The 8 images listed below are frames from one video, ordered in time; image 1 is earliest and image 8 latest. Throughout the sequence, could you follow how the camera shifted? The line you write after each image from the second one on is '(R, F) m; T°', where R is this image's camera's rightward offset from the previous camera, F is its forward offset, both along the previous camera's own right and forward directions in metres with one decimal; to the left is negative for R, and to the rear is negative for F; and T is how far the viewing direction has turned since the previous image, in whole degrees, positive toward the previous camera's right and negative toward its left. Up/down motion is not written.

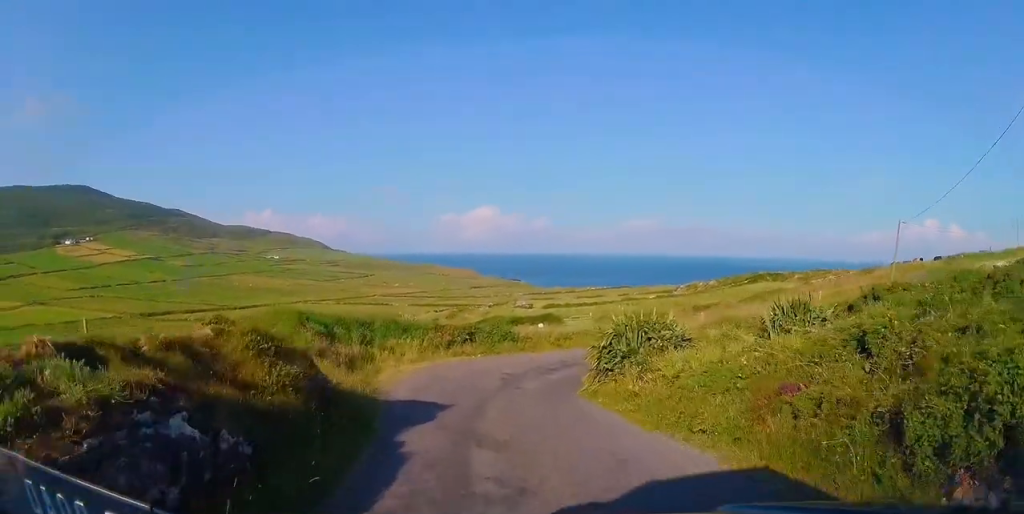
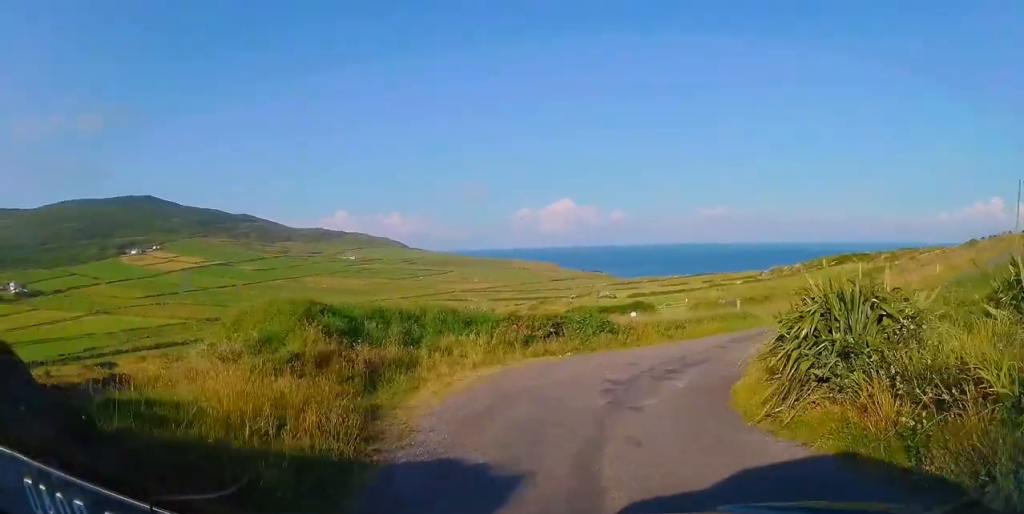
(+0.2, +6.6) m; -8°
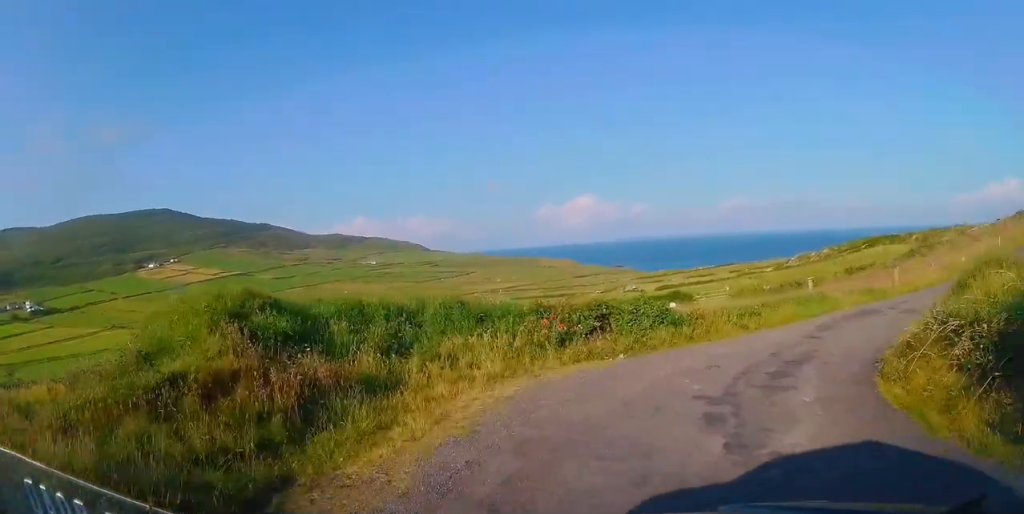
(-1.0, +5.2) m; -2°
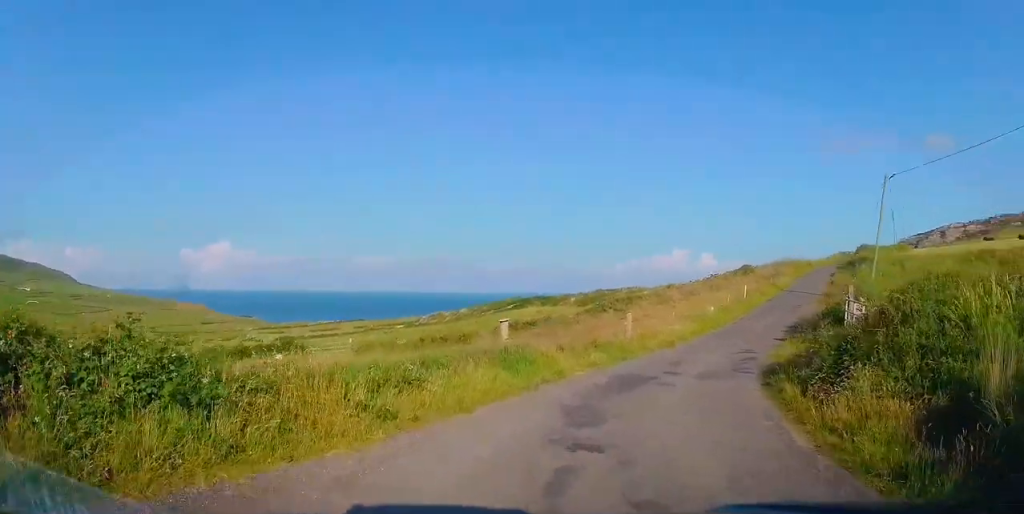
(+2.9, +9.7) m; +35°
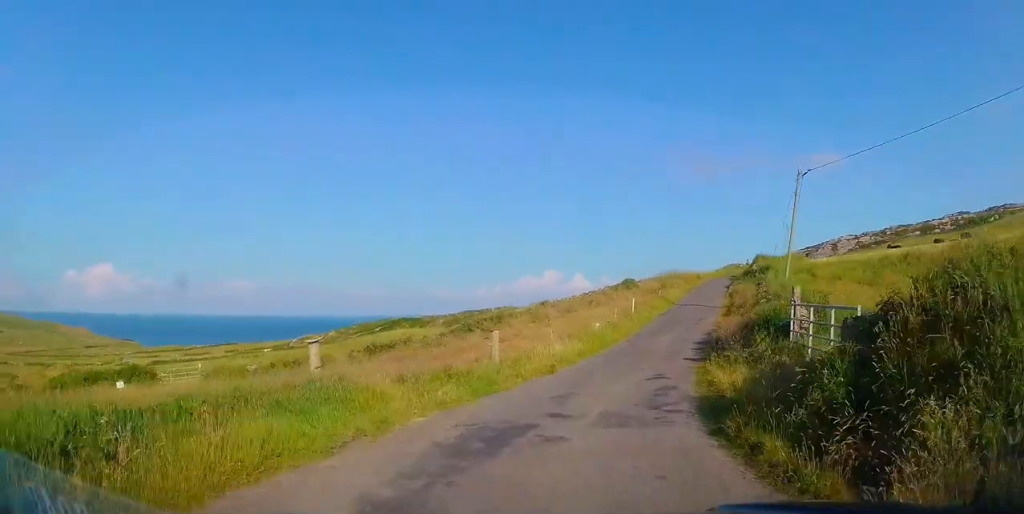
(+0.6, +3.8) m; +10°
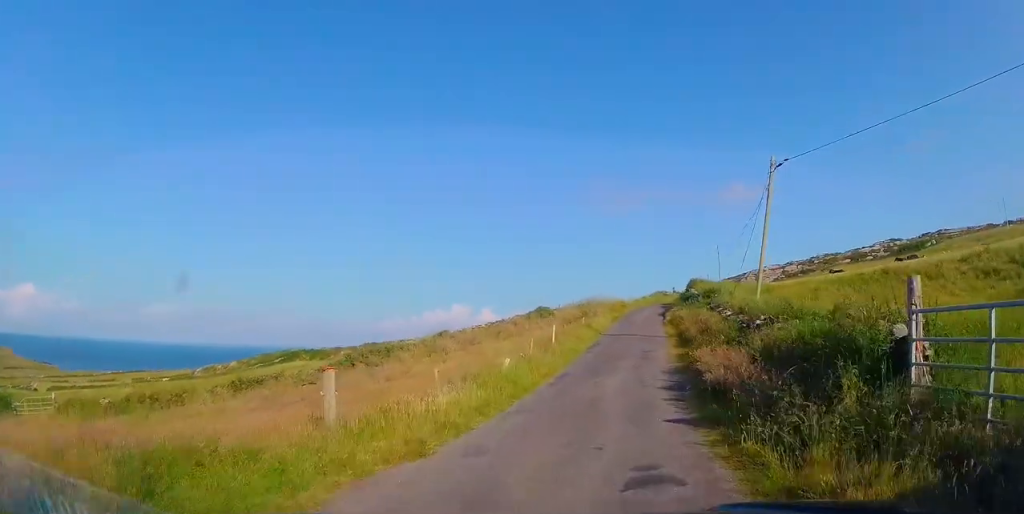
(+0.8, +6.3) m; +11°
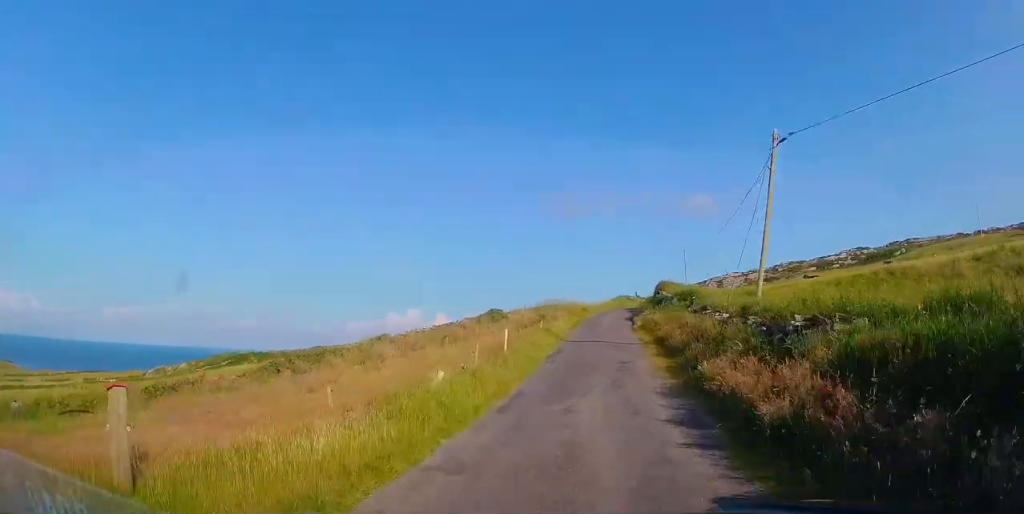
(+0.1, +3.7) m; +4°
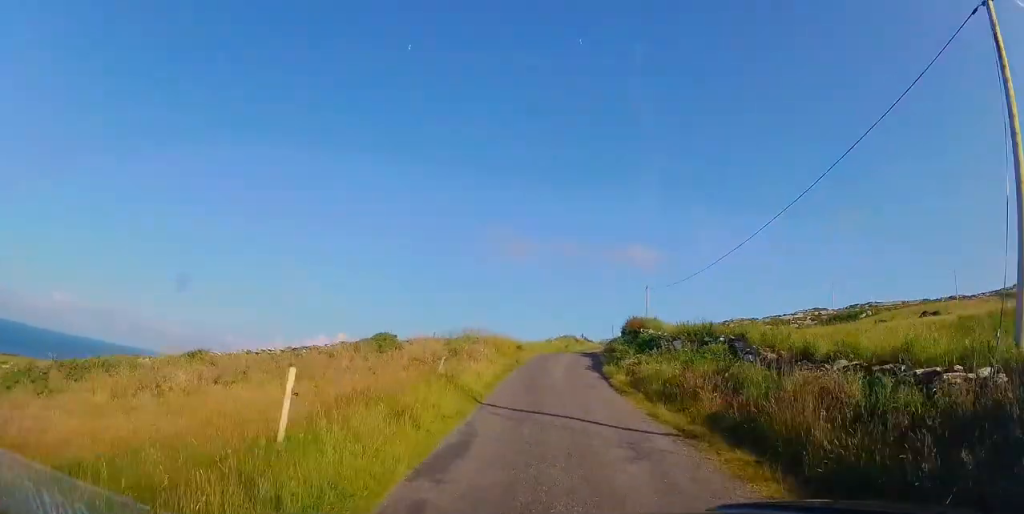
(+0.8, +11.3) m; +8°
